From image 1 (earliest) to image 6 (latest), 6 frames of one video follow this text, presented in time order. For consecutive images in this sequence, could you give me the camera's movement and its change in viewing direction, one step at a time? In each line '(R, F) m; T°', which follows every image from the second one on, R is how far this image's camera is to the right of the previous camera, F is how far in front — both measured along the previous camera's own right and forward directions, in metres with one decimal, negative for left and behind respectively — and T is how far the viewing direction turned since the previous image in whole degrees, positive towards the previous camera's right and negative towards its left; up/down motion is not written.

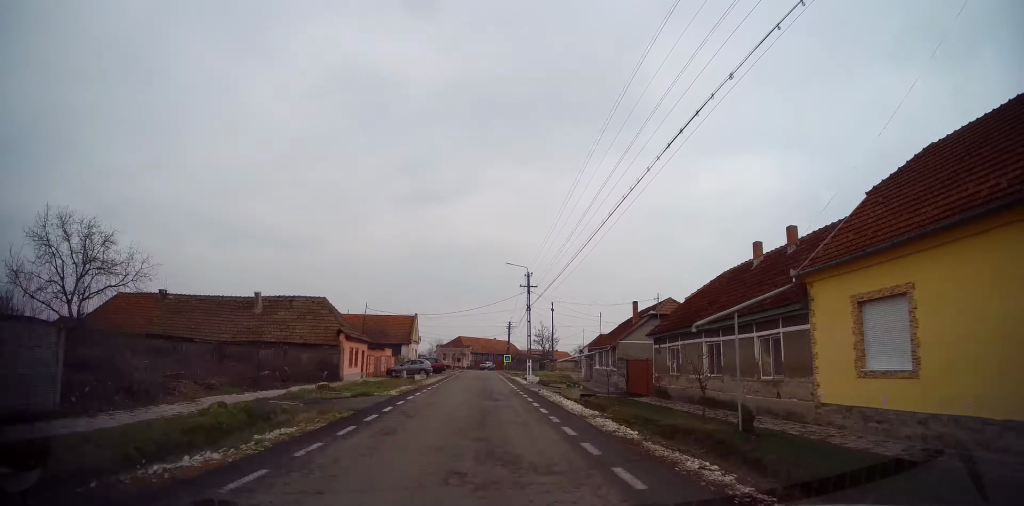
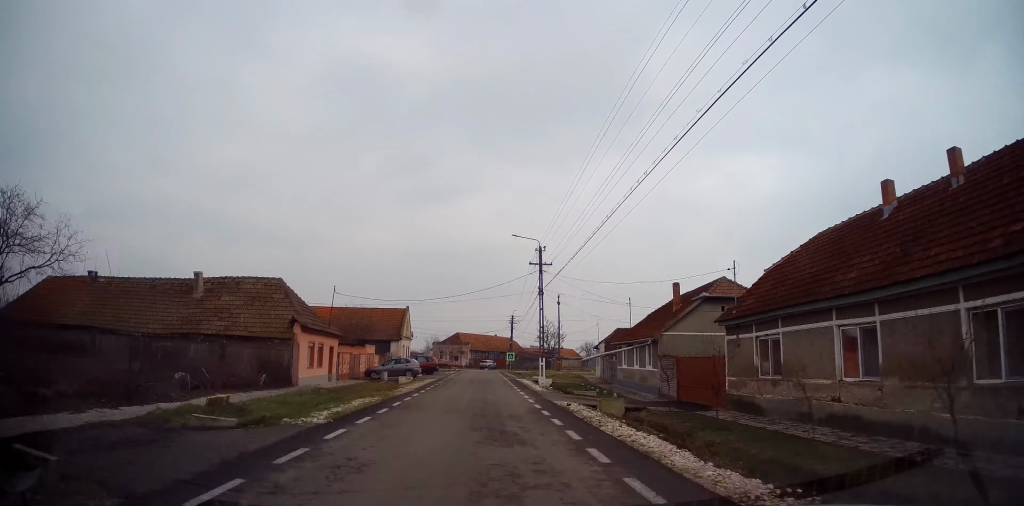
(+0.2, +8.8) m; 0°
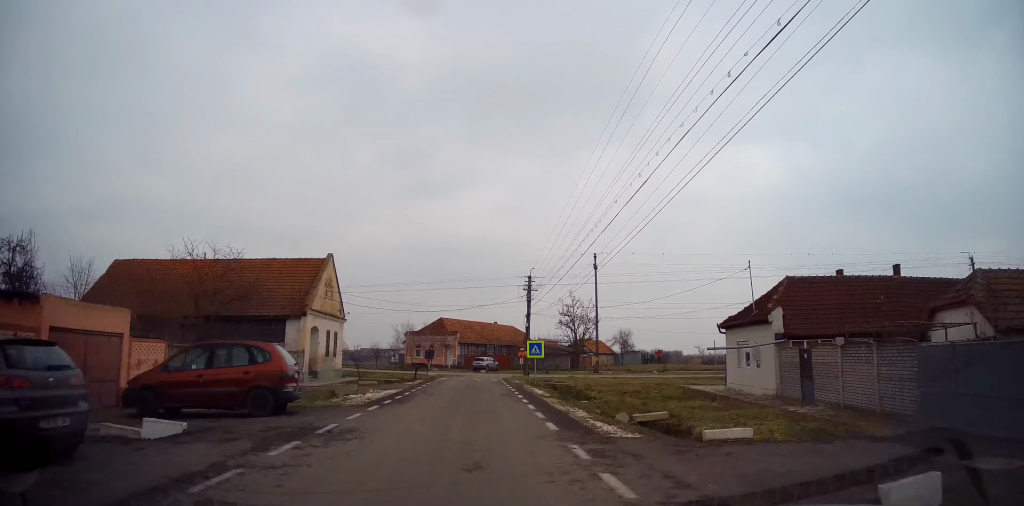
(+0.3, +32.3) m; +2°
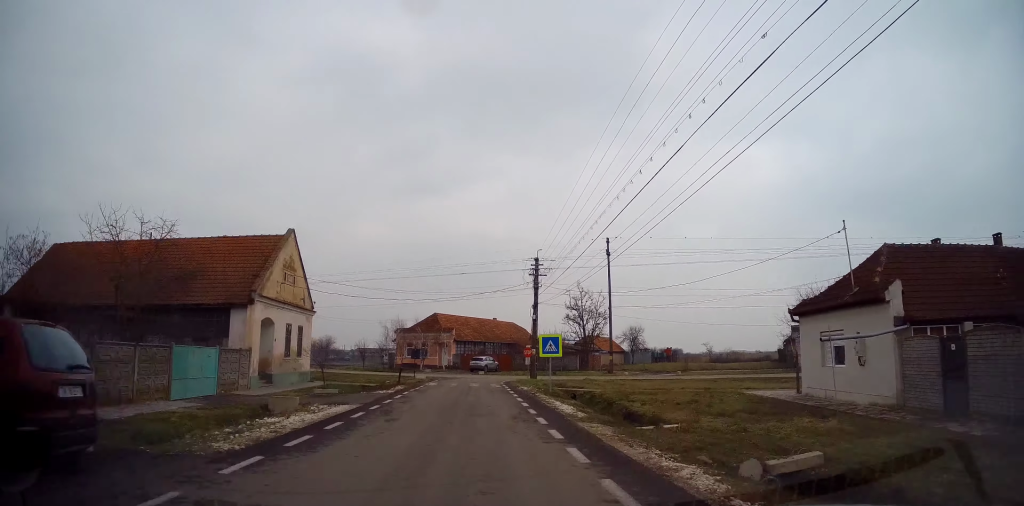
(0.0, +6.9) m; 0°
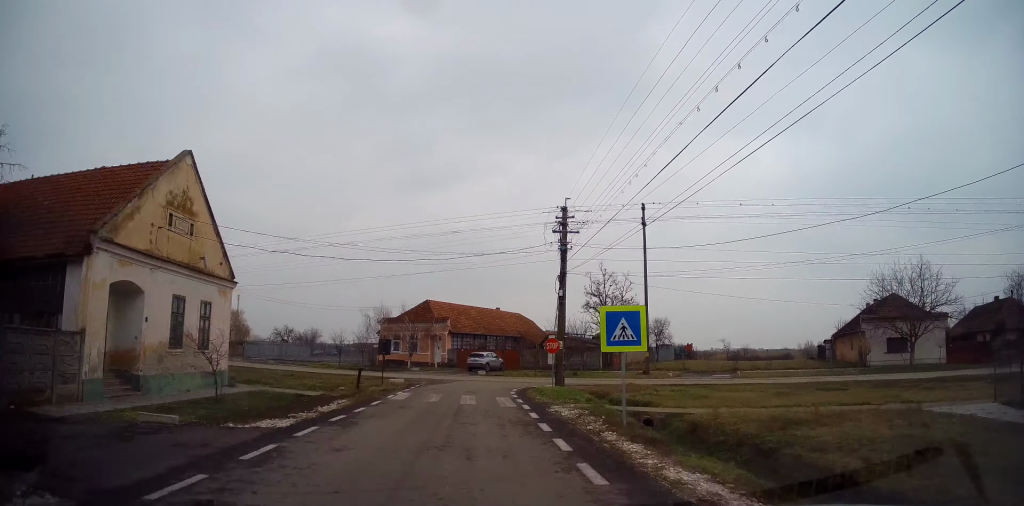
(0.0, +11.4) m; -2°
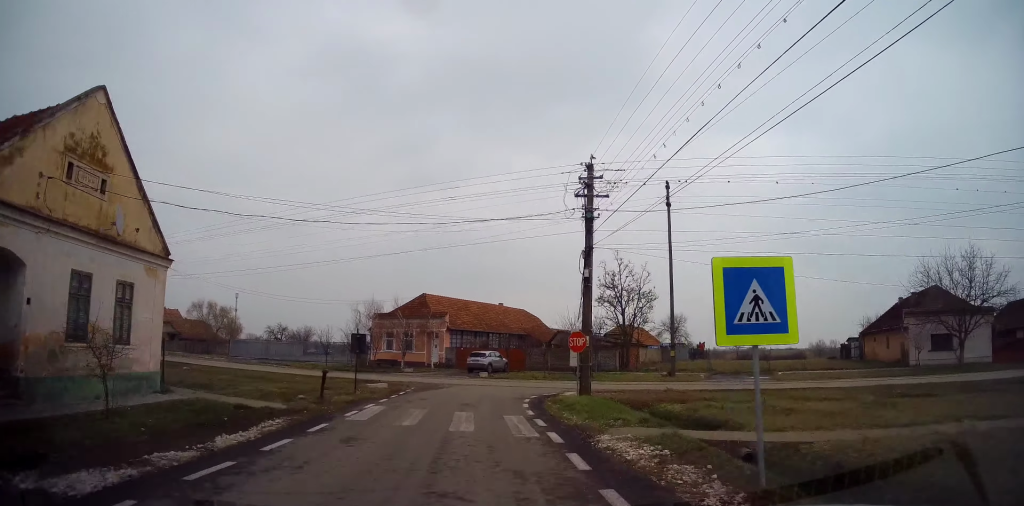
(-0.1, +5.4) m; -1°
